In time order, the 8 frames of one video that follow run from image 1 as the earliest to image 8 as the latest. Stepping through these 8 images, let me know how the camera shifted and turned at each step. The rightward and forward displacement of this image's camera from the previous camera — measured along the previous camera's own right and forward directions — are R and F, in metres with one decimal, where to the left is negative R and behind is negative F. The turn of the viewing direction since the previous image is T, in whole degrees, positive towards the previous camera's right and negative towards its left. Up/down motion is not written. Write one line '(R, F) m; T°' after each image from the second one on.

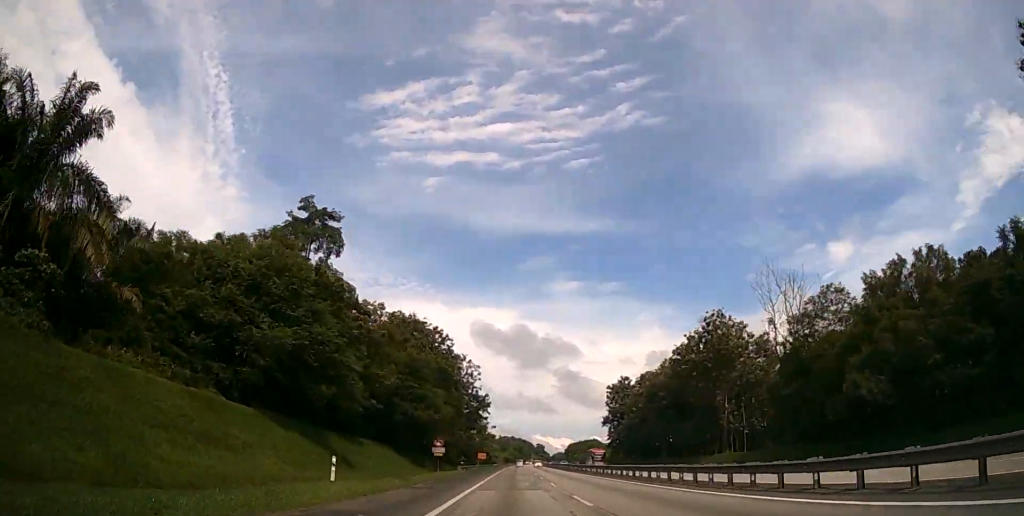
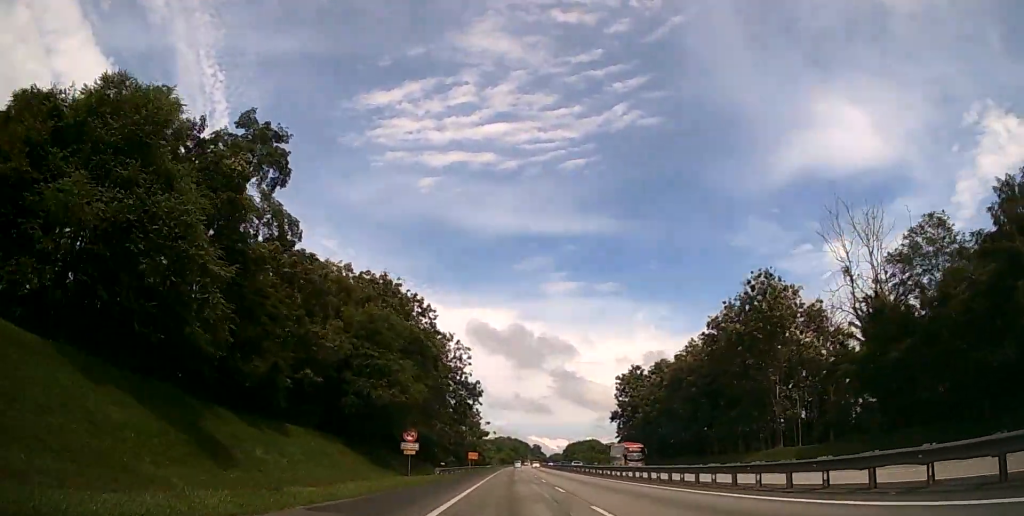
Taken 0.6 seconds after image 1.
(+0.1, +16.7) m; 0°
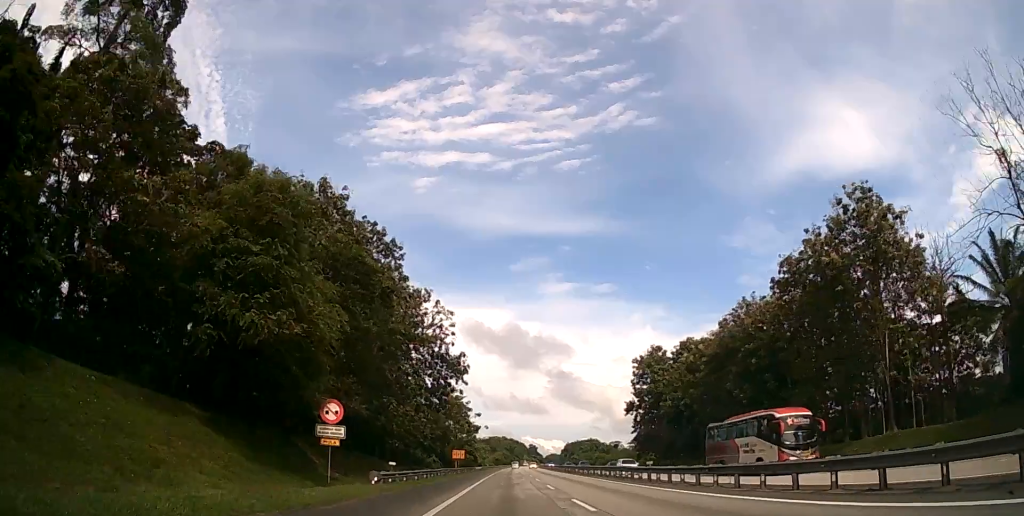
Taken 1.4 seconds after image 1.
(+0.1, +20.8) m; +1°
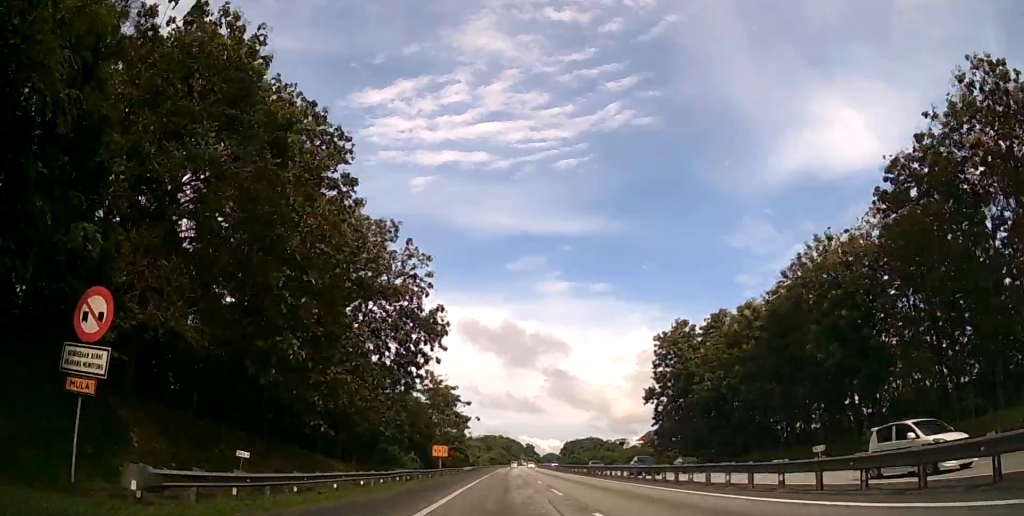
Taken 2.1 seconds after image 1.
(+0.1, +17.7) m; 0°
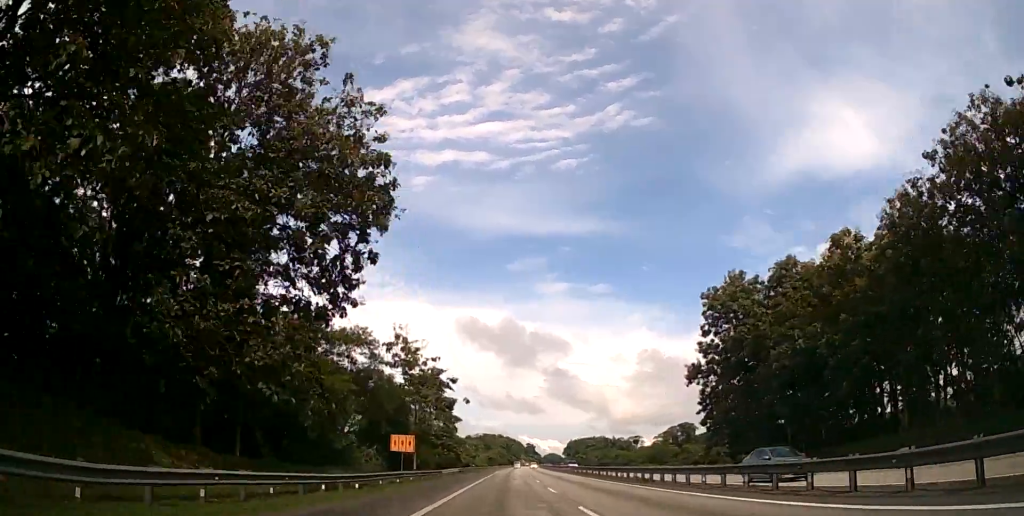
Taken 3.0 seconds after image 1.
(+0.1, +21.9) m; 0°
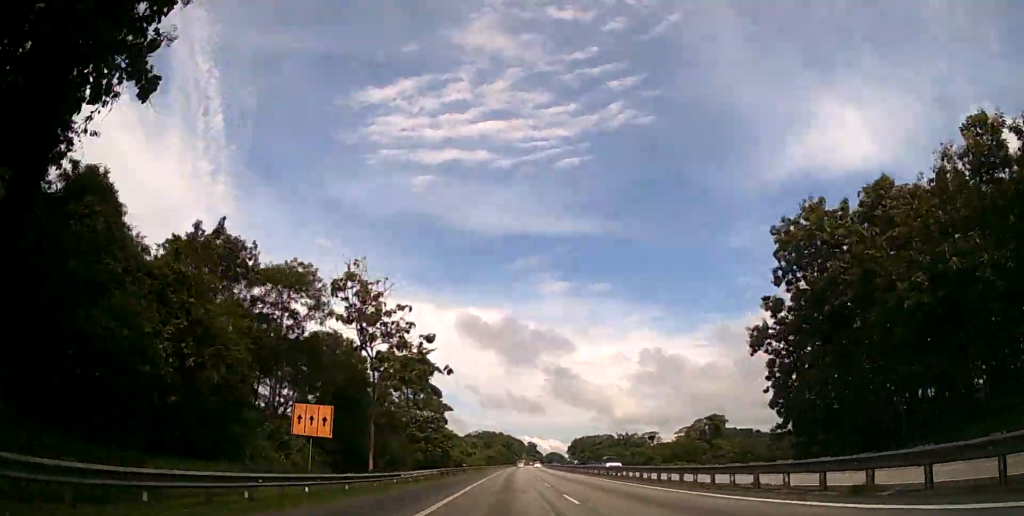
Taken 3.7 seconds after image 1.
(0.0, +18.8) m; 0°
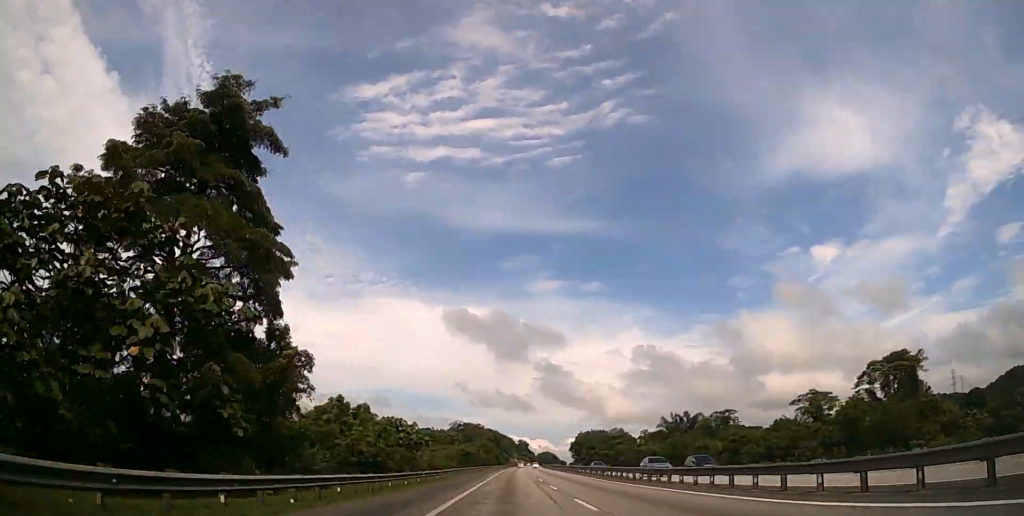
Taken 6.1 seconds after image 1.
(+0.4, +62.1) m; +1°
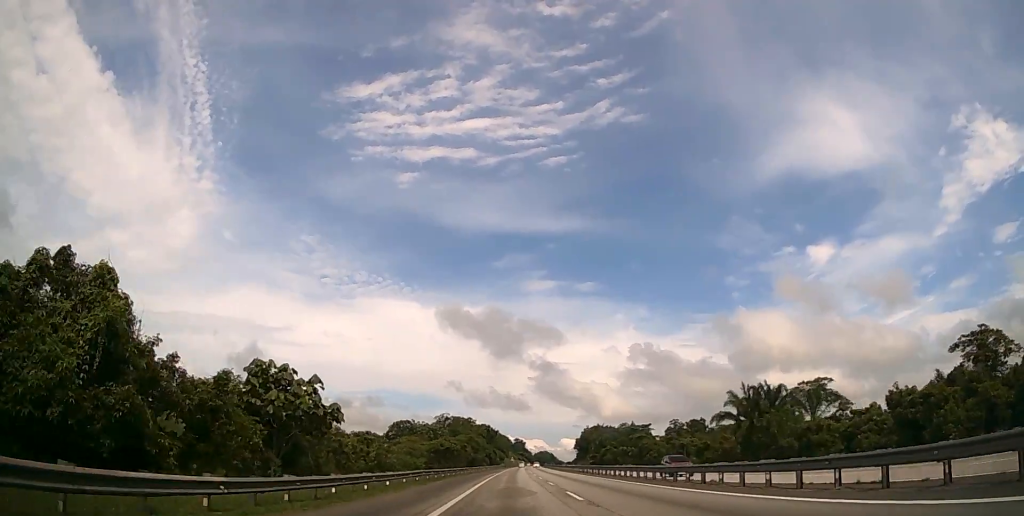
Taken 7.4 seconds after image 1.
(+0.1, +33.0) m; +1°
